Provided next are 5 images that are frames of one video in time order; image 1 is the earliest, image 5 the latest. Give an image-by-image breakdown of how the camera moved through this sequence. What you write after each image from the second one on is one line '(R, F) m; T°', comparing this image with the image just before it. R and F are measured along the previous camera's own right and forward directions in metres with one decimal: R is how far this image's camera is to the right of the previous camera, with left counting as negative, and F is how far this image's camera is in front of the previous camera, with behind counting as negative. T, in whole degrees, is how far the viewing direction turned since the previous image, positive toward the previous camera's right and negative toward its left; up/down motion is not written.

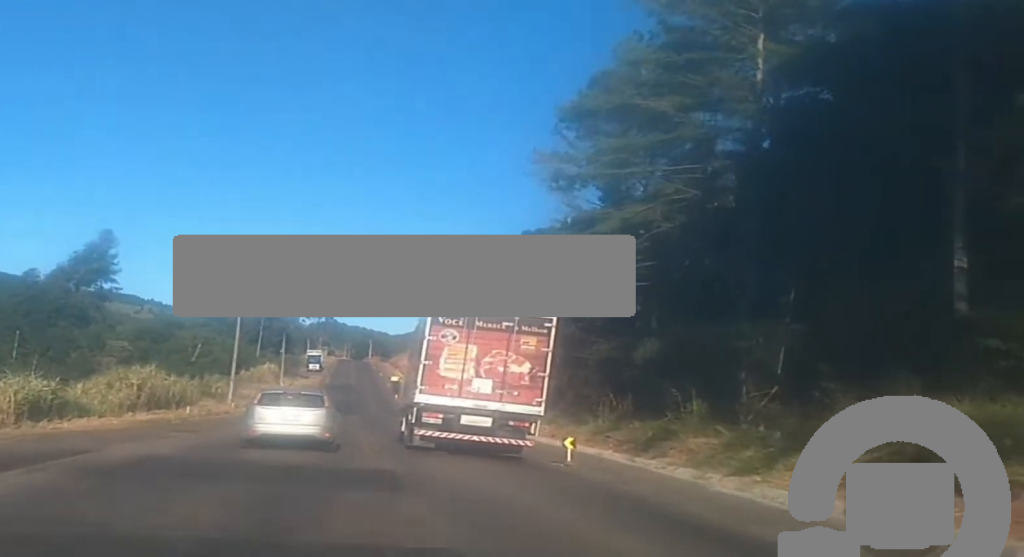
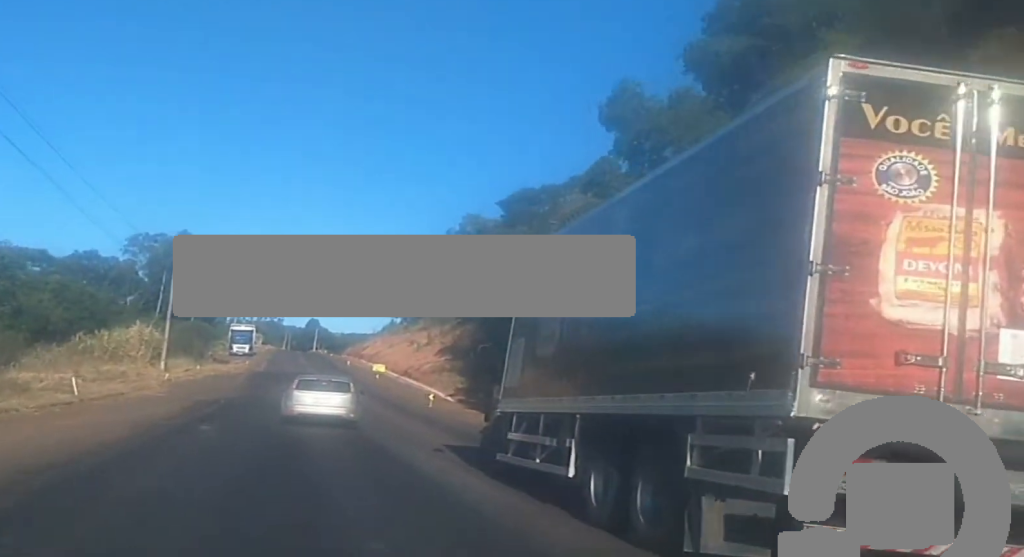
(+1.2, +72.9) m; +2°
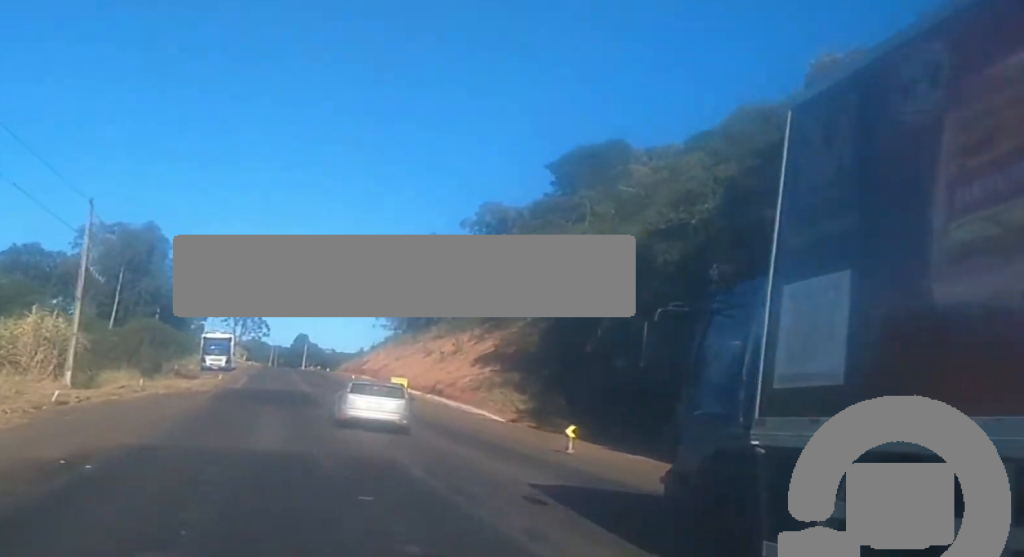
(+0.3, +25.0) m; +1°
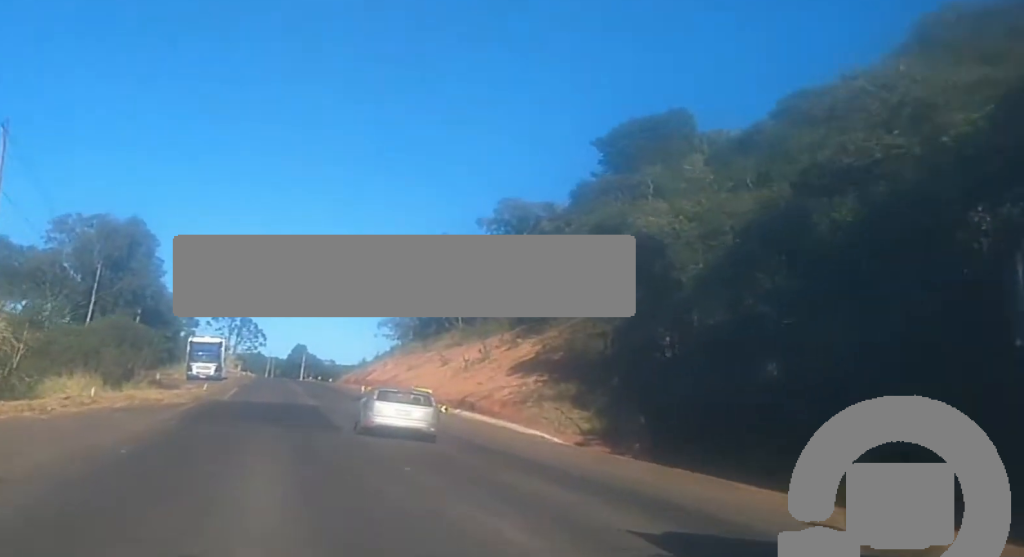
(0.0, +12.5) m; 0°
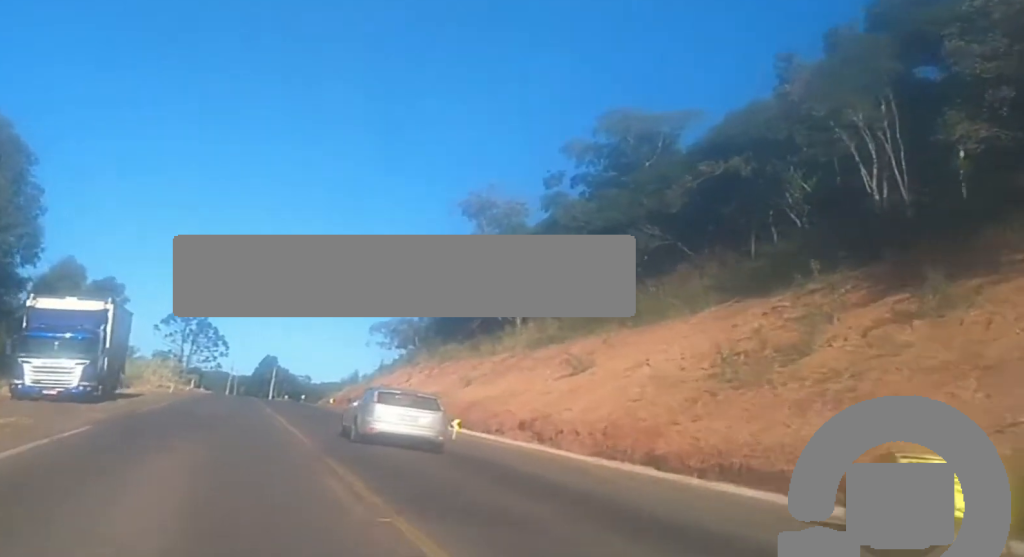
(+0.1, +49.4) m; 0°
